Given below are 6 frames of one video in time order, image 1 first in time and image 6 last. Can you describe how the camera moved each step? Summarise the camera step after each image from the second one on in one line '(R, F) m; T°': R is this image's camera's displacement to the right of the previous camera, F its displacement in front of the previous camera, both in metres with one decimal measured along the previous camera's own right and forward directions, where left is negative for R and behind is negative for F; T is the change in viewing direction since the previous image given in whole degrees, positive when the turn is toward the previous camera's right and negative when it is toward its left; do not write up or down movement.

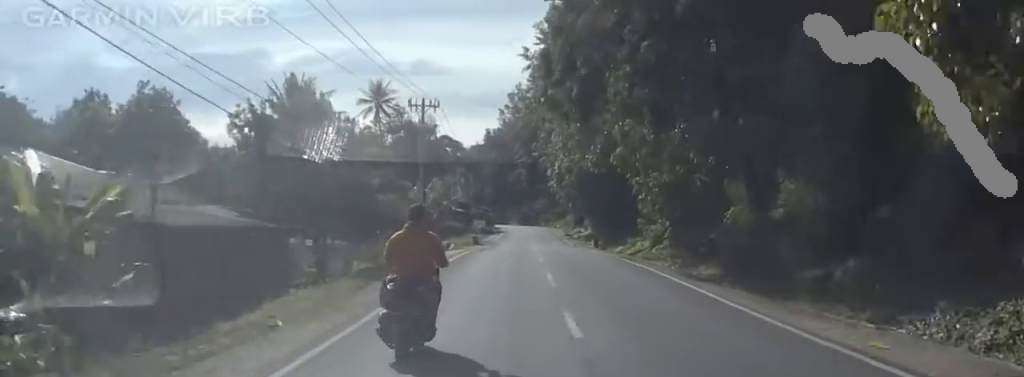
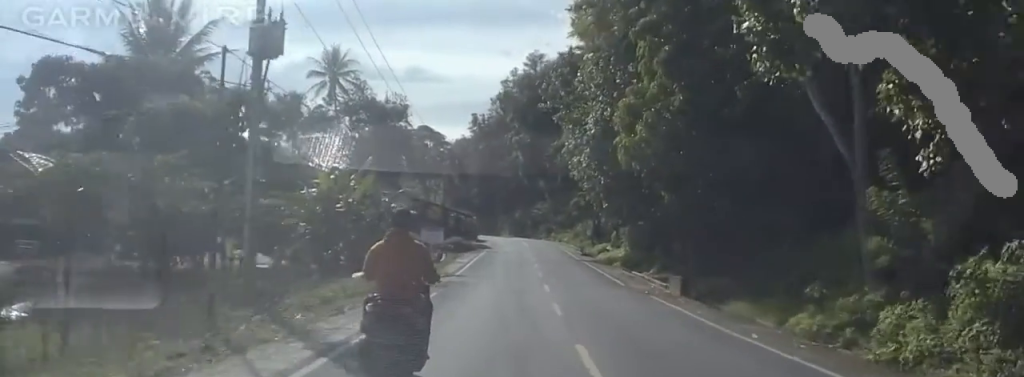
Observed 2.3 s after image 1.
(0.0, +34.8) m; 0°
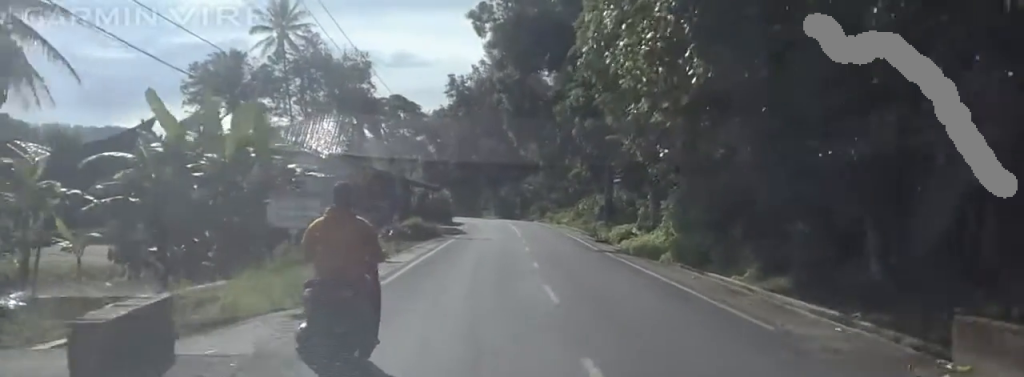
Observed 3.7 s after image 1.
(0.0, +19.8) m; 0°
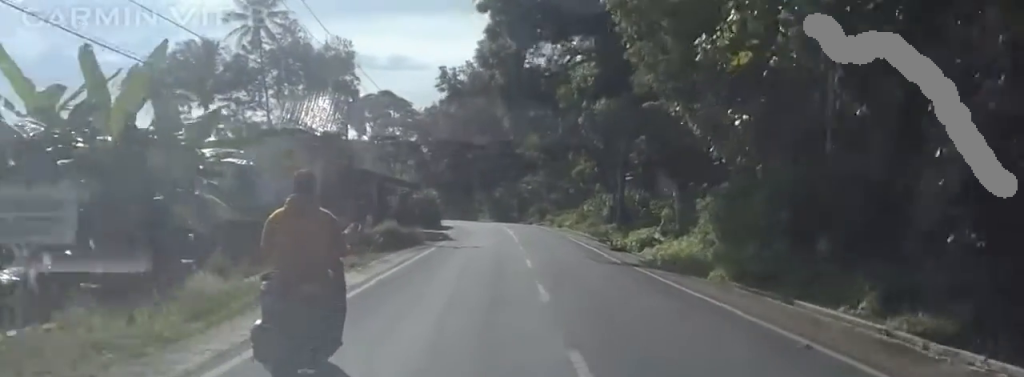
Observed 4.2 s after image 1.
(0.0, +8.1) m; 0°
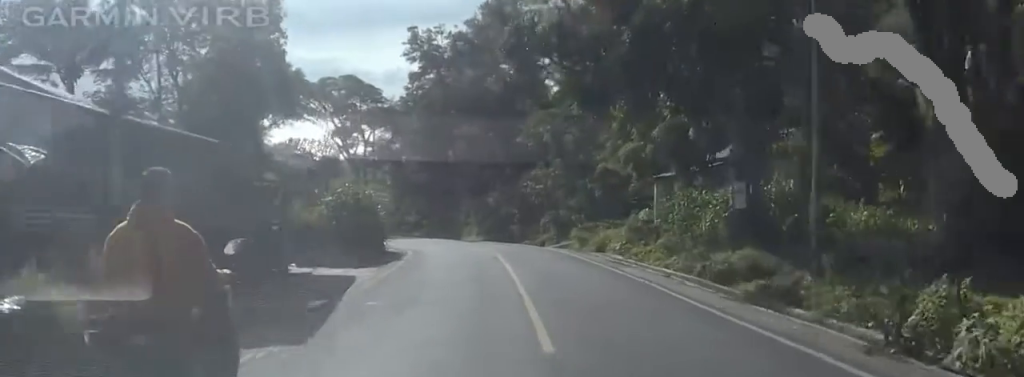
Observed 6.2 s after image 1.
(+0.1, +29.3) m; +4°
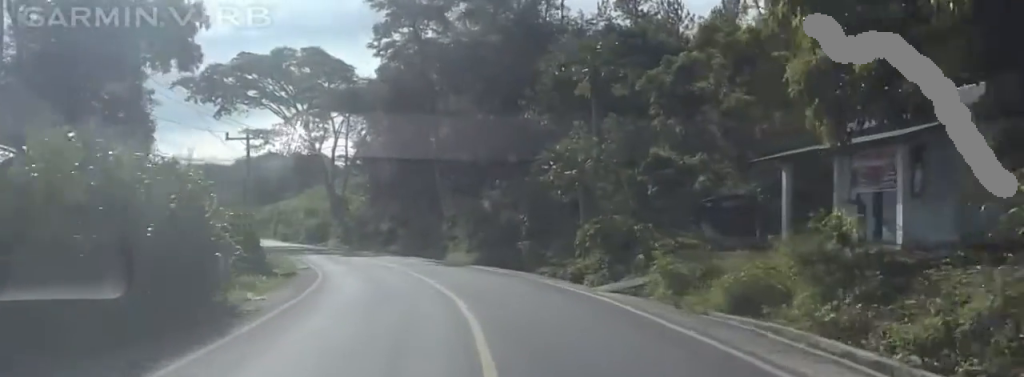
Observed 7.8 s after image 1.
(+0.5, +22.5) m; -5°
